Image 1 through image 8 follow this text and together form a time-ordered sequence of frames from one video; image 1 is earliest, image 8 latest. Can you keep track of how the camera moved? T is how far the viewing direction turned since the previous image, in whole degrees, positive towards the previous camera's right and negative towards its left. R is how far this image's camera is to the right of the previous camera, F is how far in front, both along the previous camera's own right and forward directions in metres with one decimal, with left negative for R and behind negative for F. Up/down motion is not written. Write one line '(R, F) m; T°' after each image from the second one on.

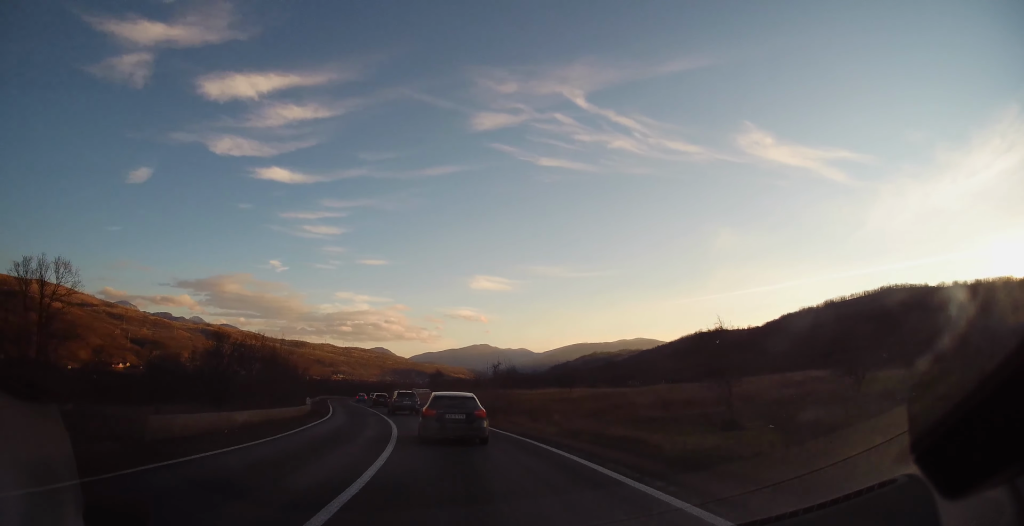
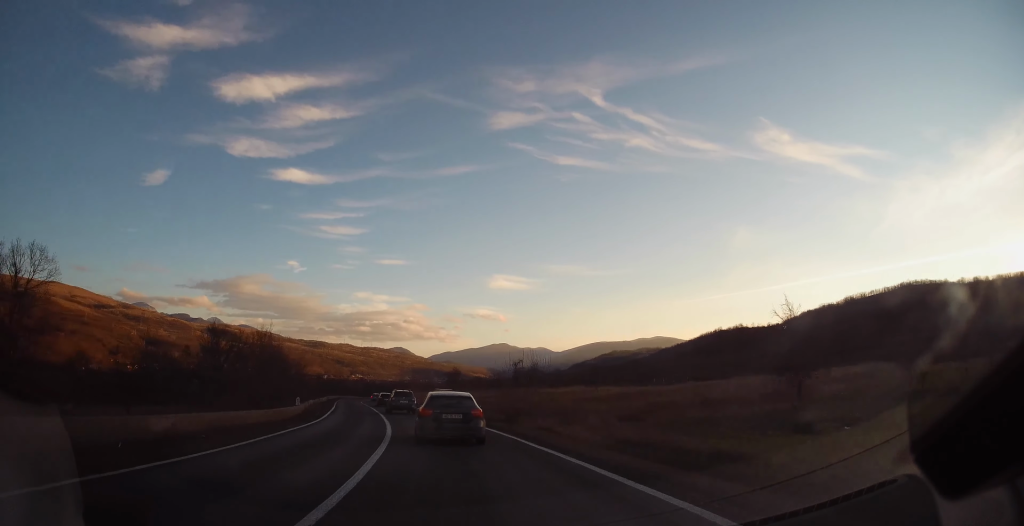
(-0.1, +5.8) m; -2°
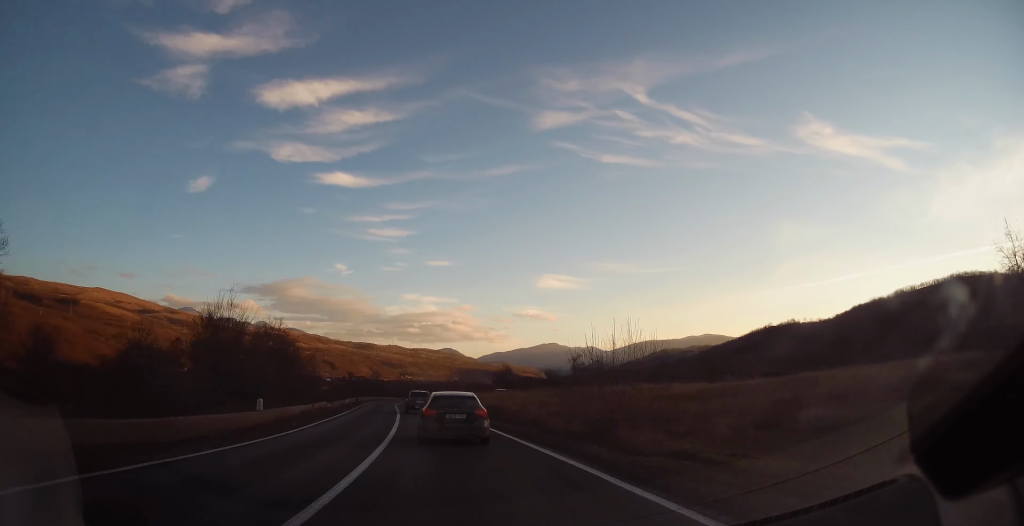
(-0.3, +11.6) m; -4°
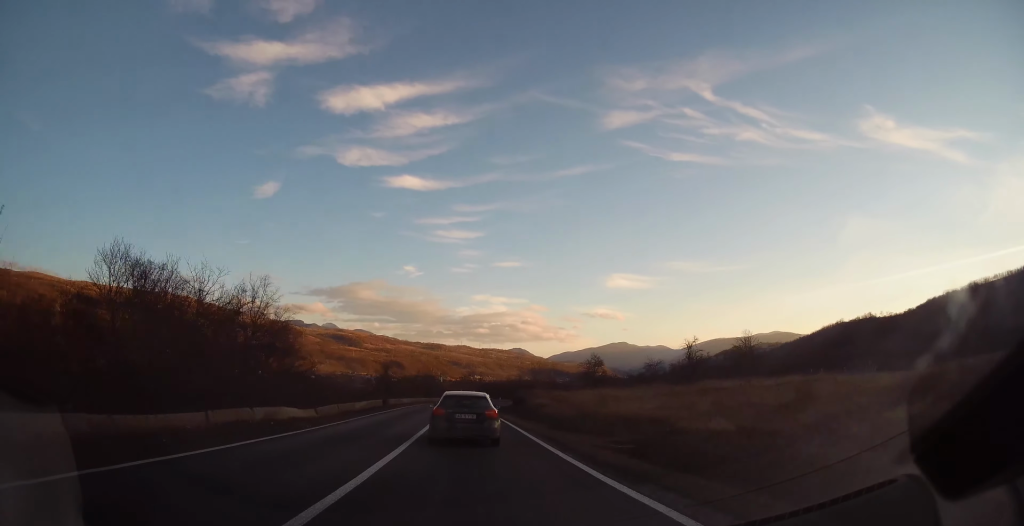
(-1.9, +22.3) m; -6°
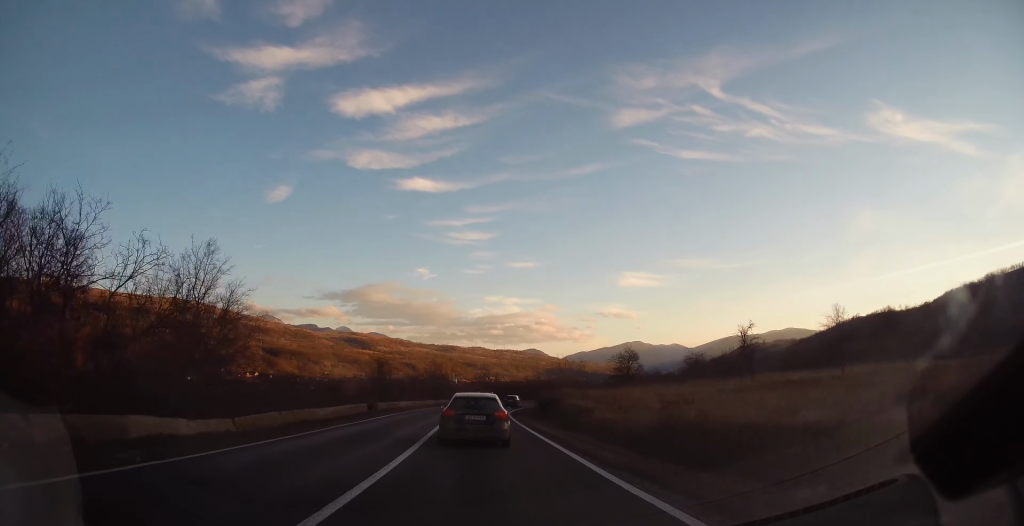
(+0.2, +10.9) m; -1°
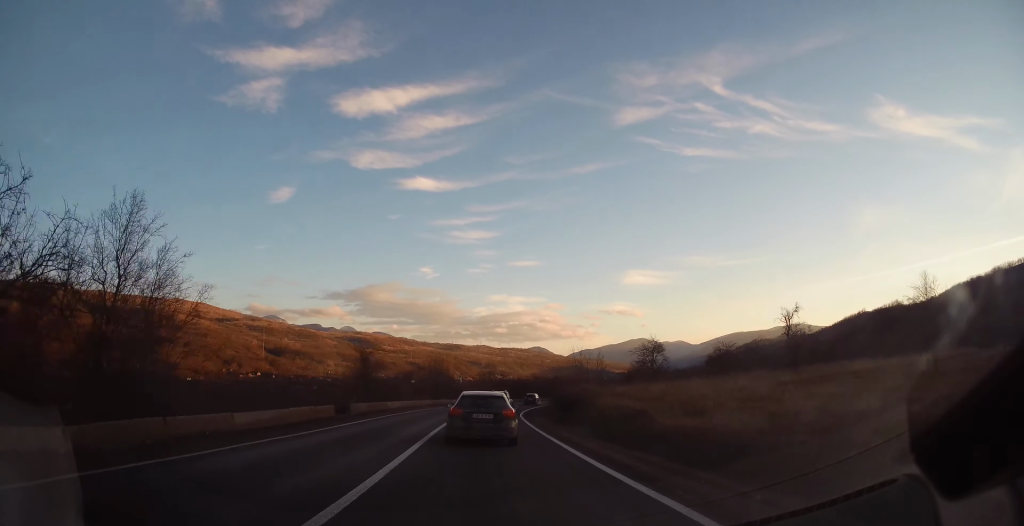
(+0.2, +7.9) m; 0°
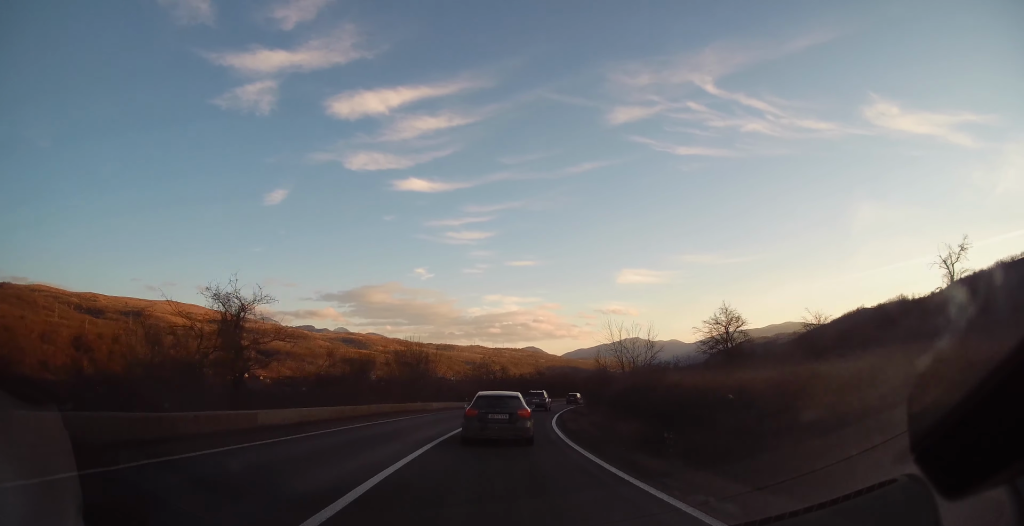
(-0.3, +20.0) m; +2°
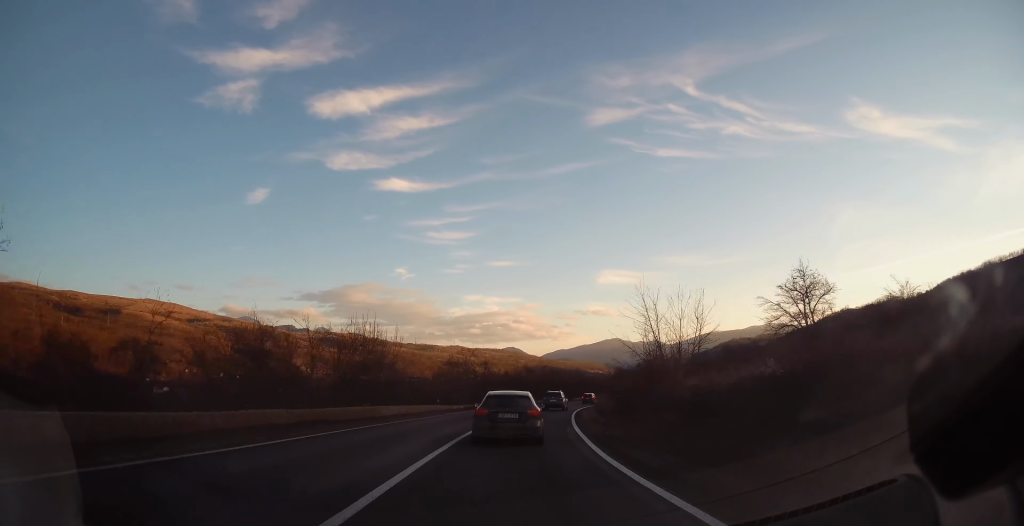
(+0.4, +13.0) m; +3°
